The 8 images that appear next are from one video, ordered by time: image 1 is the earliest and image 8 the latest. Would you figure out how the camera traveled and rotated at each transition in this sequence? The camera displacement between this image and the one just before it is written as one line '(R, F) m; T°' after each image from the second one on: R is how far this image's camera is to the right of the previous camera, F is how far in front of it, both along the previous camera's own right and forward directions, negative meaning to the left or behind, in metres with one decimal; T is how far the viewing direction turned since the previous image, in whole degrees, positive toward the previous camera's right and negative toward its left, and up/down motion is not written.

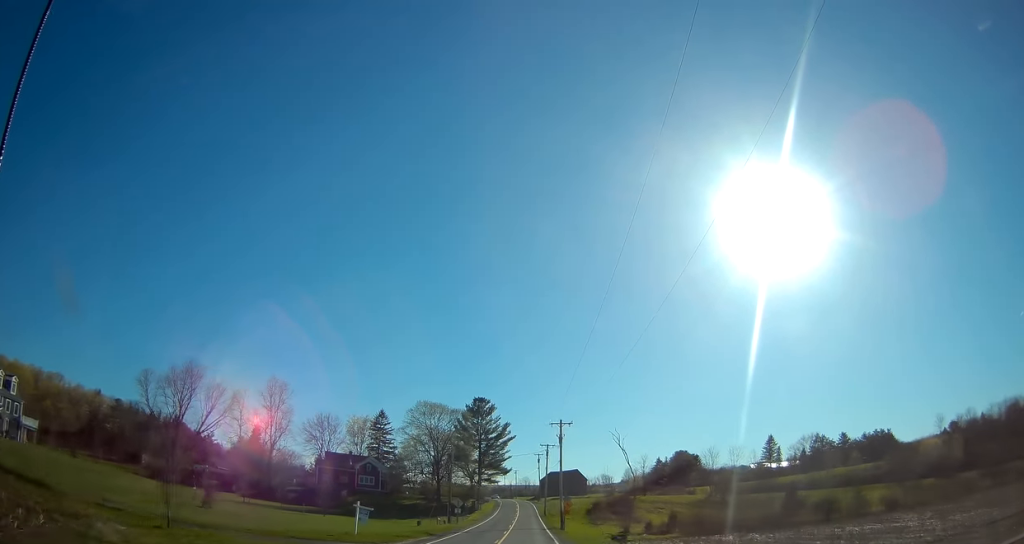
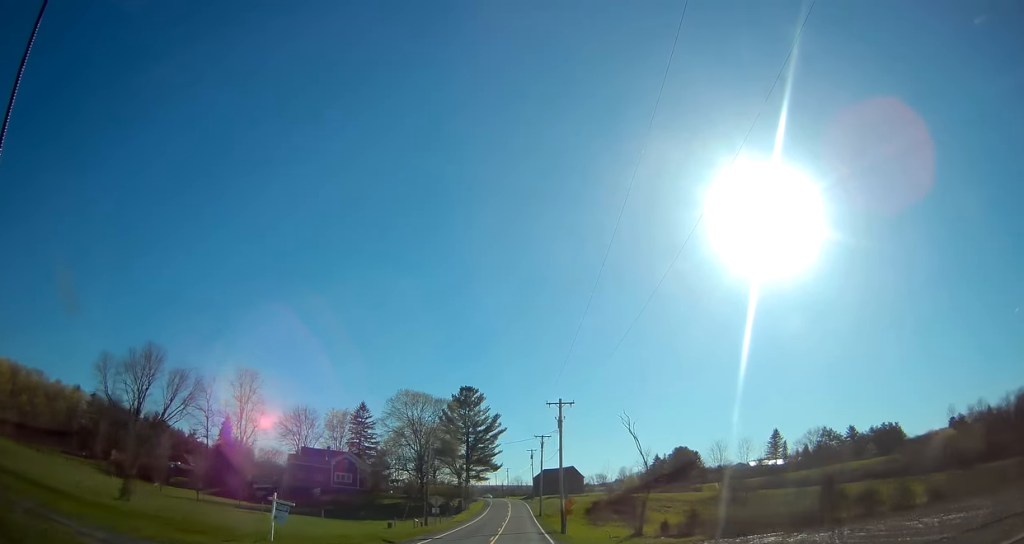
(0.0, +11.0) m; 0°
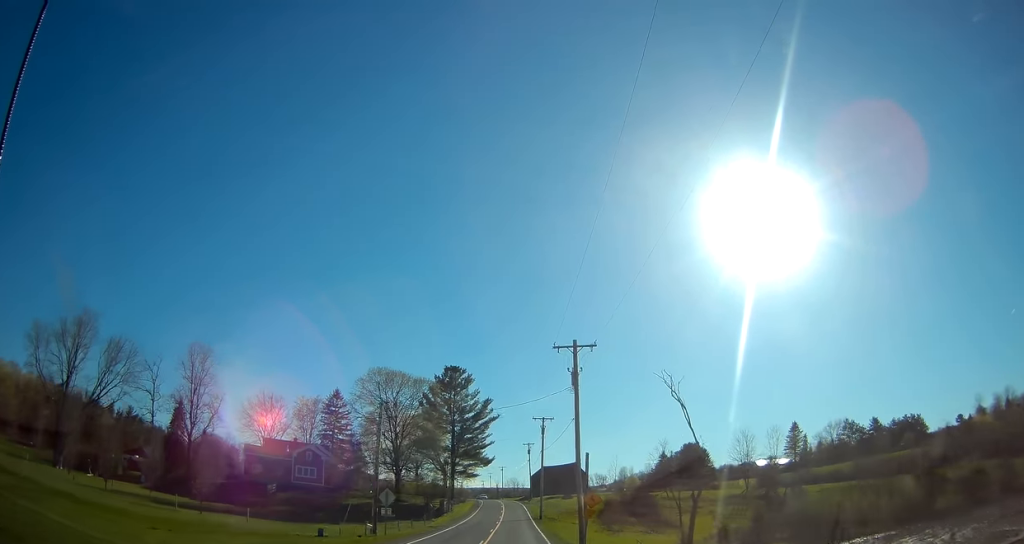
(-0.1, +17.8) m; 0°
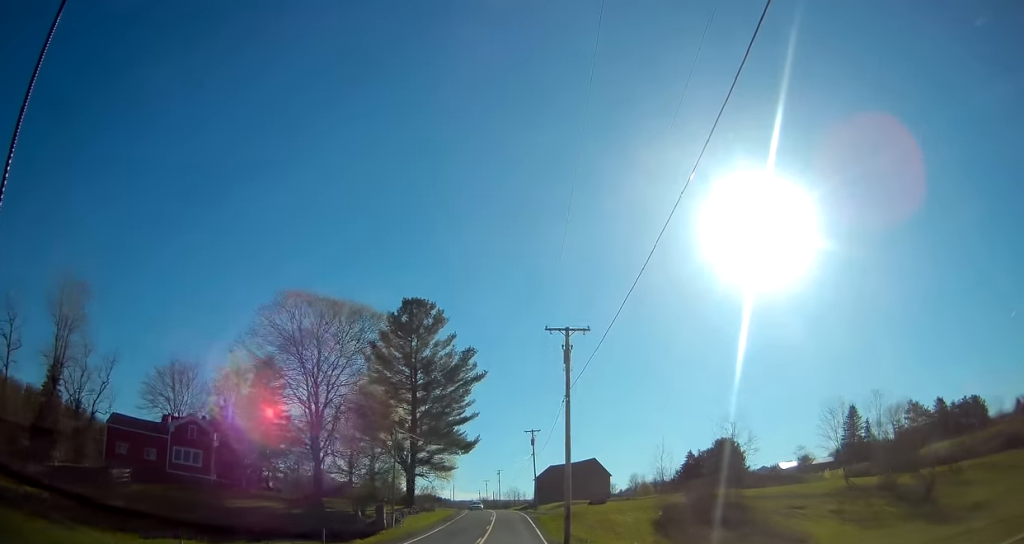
(+0.4, +35.3) m; +1°
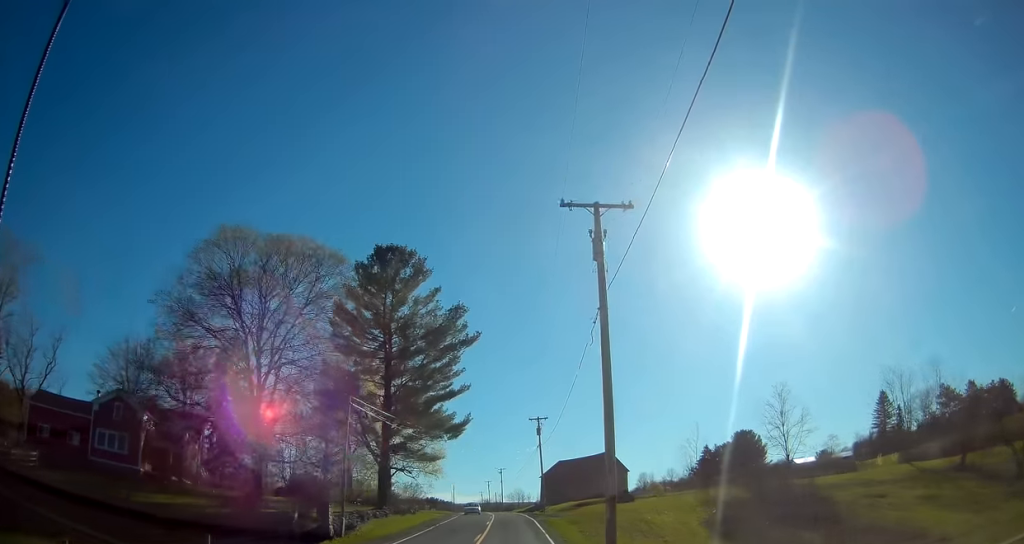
(+0.3, +13.3) m; 0°
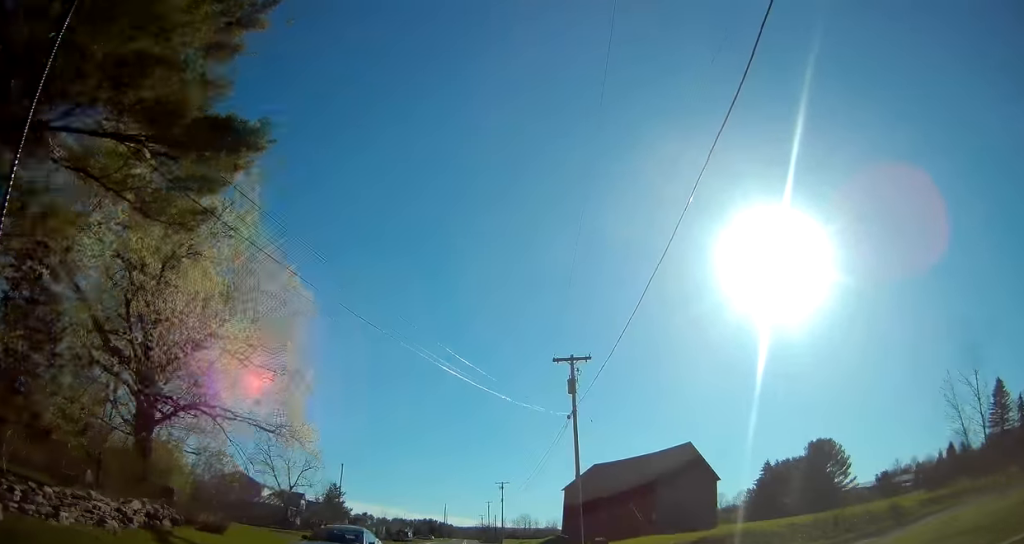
(-1.1, +40.6) m; -2°
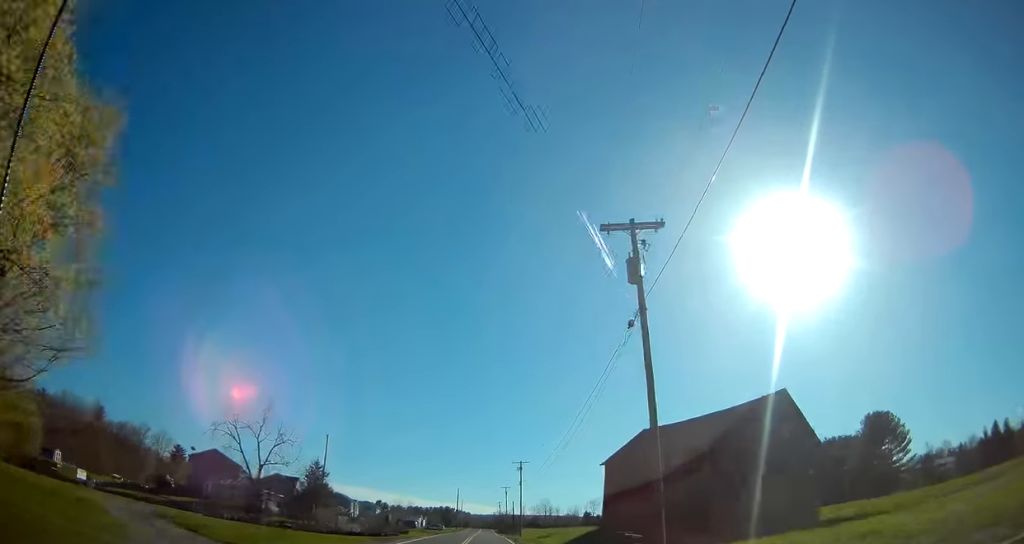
(0.0, +16.4) m; -1°
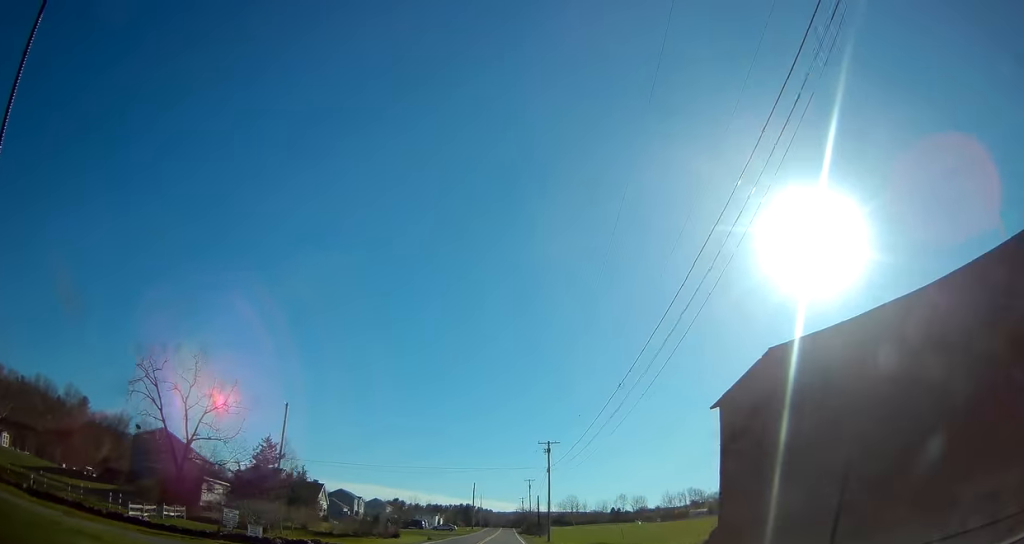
(-0.3, +20.9) m; -1°
